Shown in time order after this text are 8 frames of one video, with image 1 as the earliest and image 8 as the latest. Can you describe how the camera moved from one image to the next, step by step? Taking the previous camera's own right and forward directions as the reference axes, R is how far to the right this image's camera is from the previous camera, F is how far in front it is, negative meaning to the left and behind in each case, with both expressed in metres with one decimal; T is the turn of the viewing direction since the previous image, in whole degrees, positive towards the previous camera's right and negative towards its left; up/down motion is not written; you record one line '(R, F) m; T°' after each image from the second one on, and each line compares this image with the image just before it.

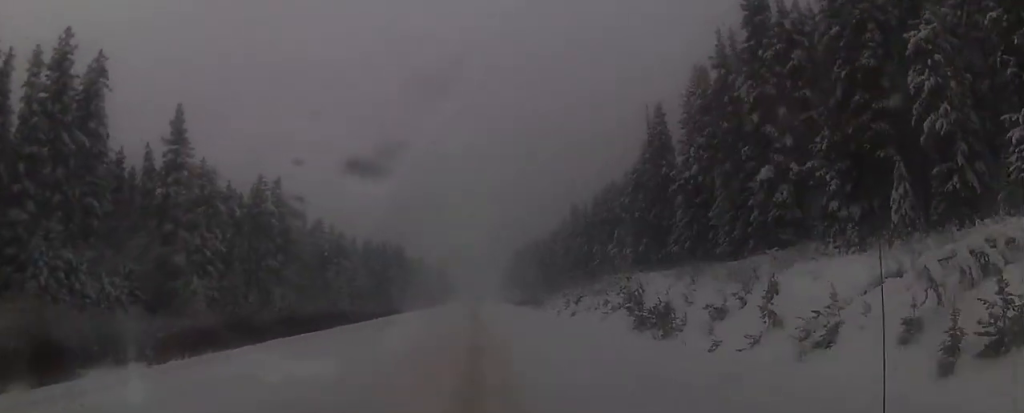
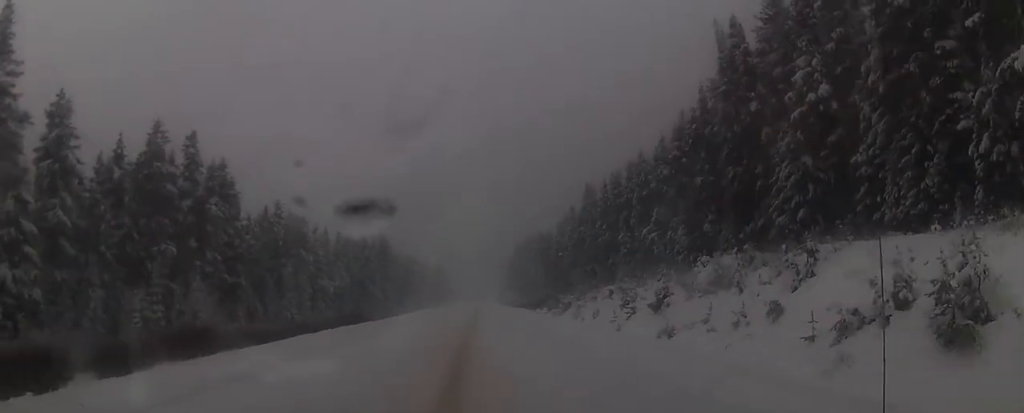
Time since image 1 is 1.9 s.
(+0.2, +34.4) m; +1°
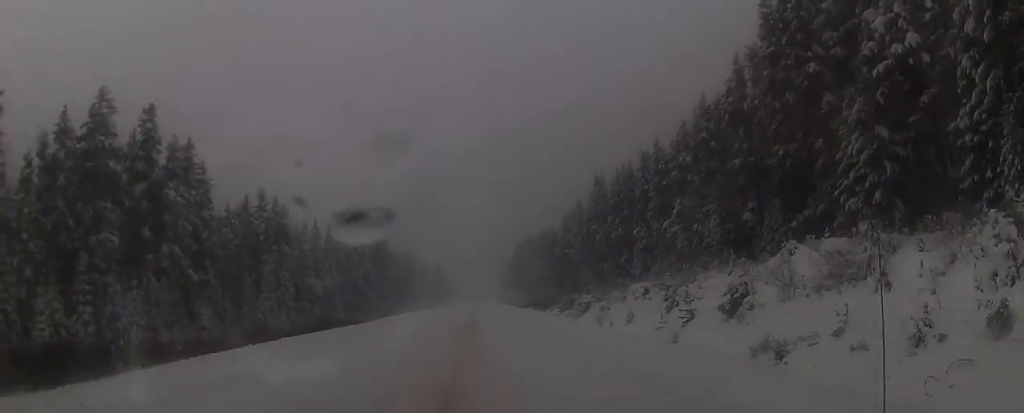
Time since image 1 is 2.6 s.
(-0.1, +12.1) m; -1°
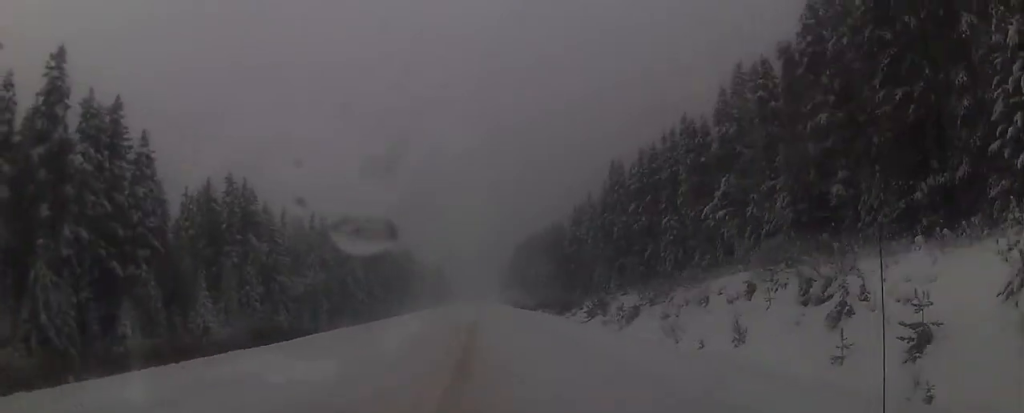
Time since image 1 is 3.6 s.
(-0.3, +18.2) m; -1°
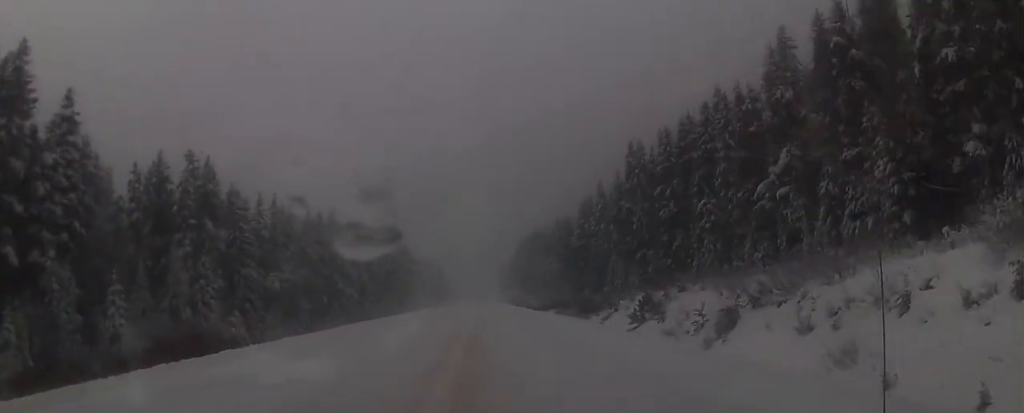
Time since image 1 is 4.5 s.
(0.0, +16.5) m; 0°
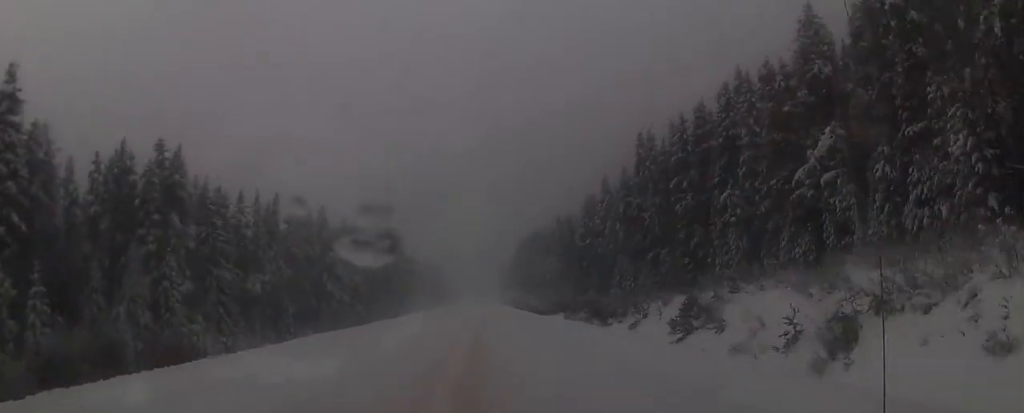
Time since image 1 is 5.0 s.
(-0.1, +9.2) m; +1°
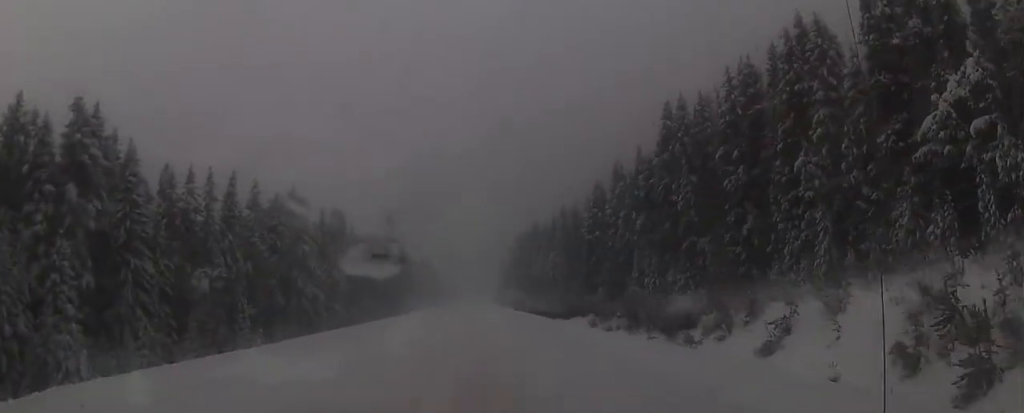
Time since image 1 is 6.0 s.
(+0.5, +19.9) m; +2°
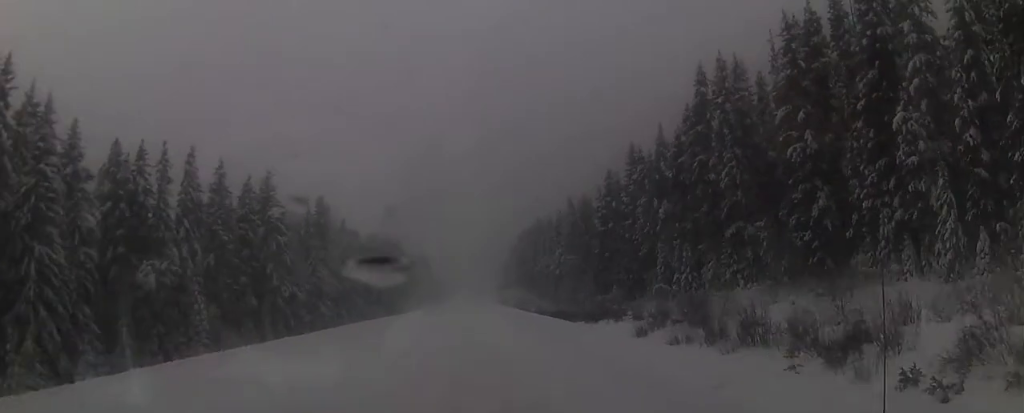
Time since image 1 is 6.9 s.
(0.0, +15.8) m; 0°
